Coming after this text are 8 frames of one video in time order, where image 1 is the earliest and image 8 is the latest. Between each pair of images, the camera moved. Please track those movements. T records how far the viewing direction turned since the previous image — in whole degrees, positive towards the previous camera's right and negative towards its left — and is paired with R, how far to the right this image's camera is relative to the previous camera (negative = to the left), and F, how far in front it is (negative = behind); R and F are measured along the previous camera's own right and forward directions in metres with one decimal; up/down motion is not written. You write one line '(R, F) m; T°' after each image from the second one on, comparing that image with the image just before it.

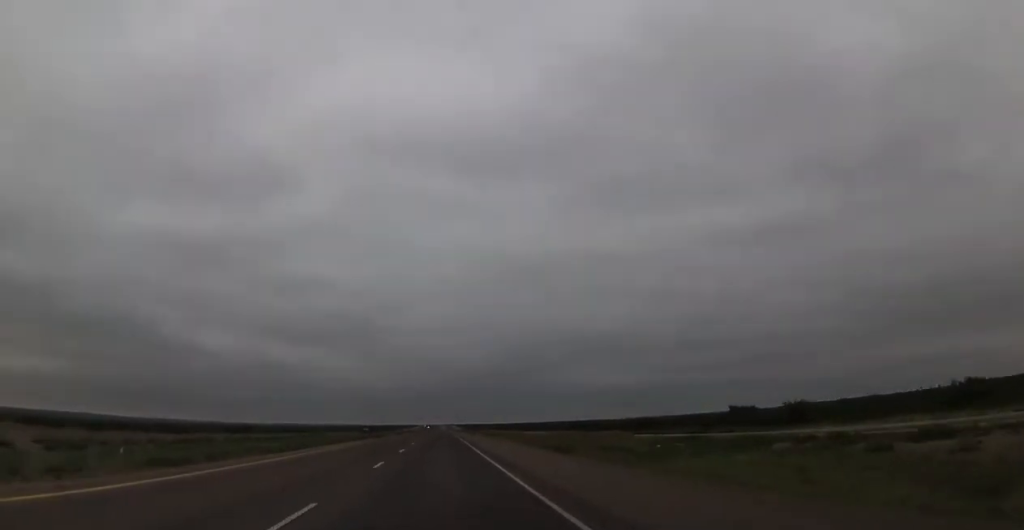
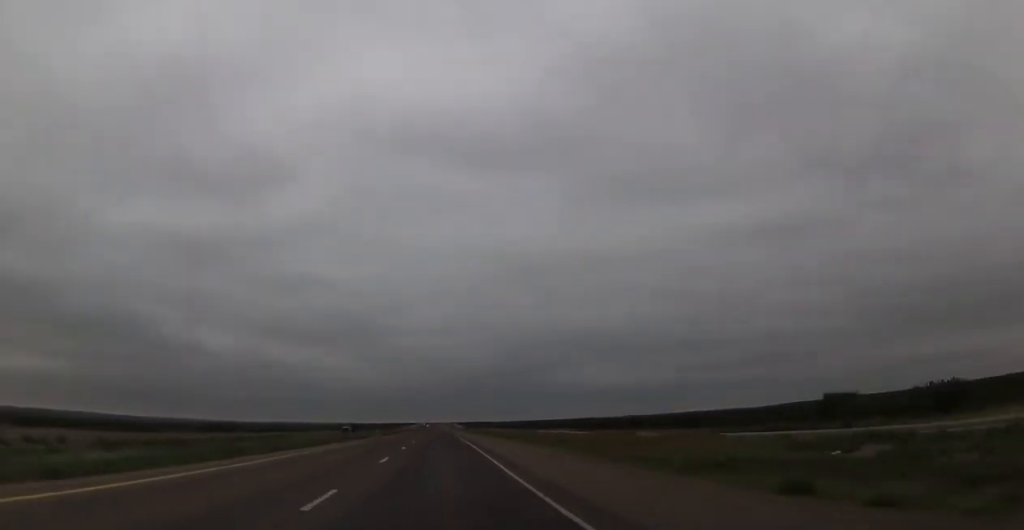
(-0.1, +22.0) m; 0°
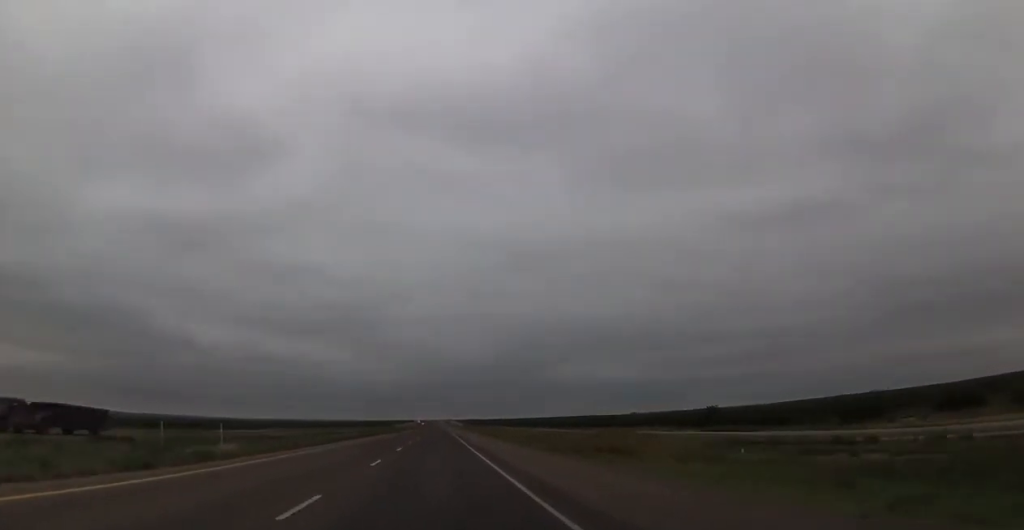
(+0.3, +73.5) m; +1°
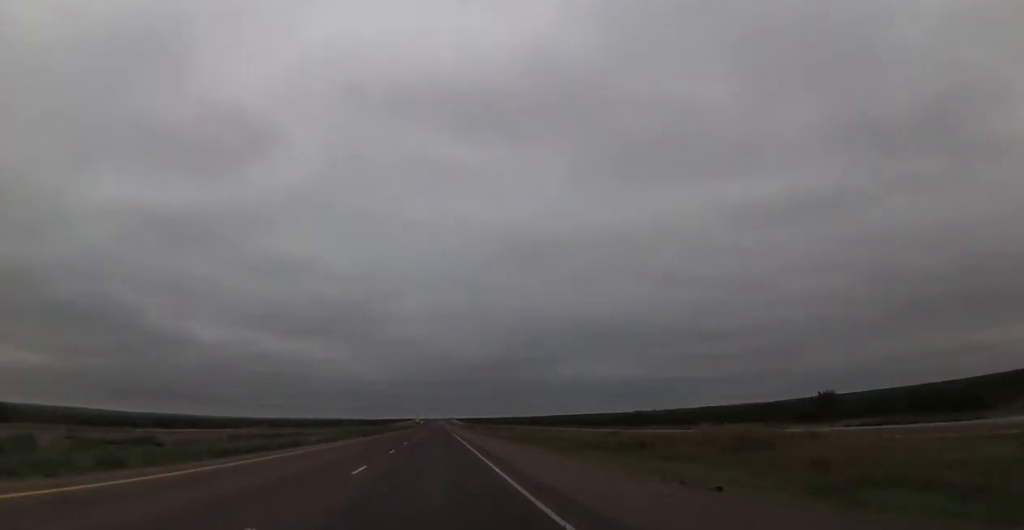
(+0.4, +28.1) m; 0°
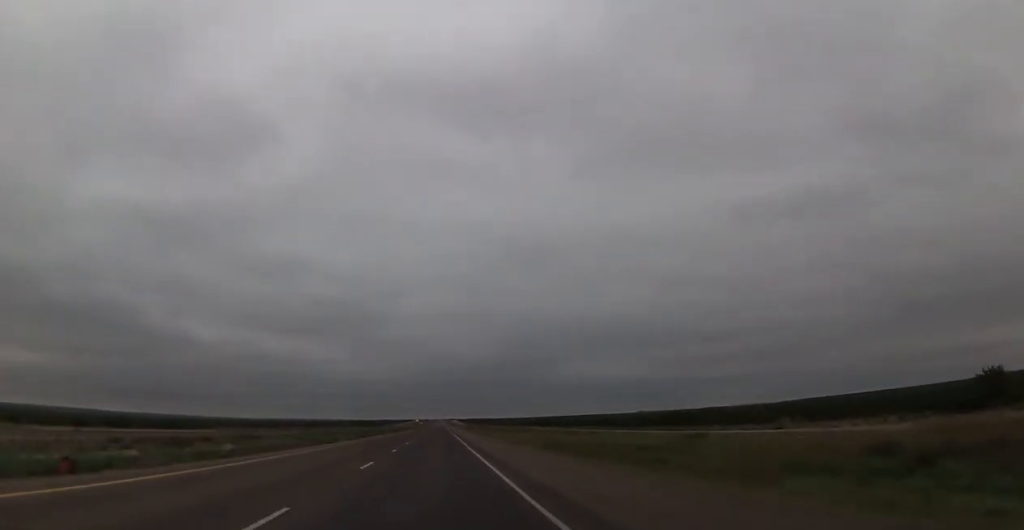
(-0.4, +22.0) m; 0°
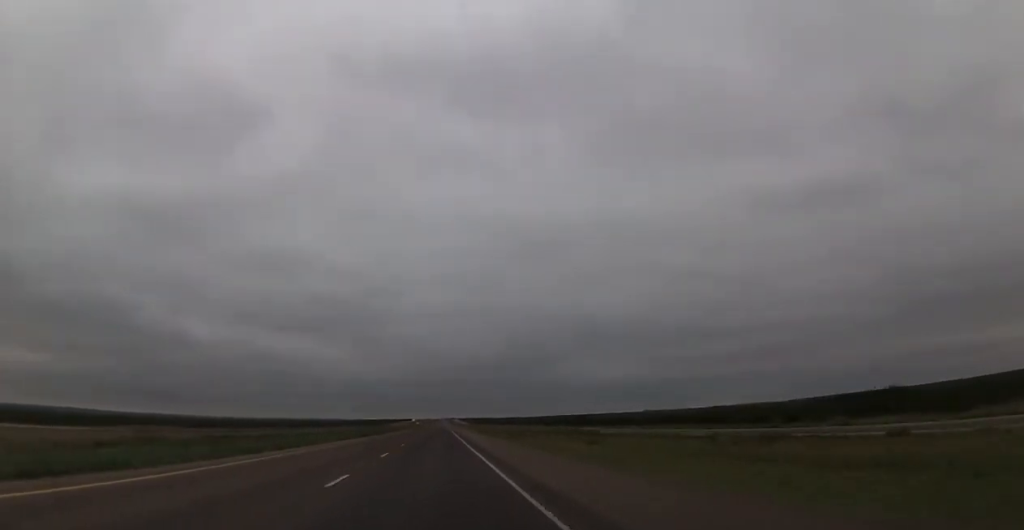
(-0.1, +53.9) m; +1°
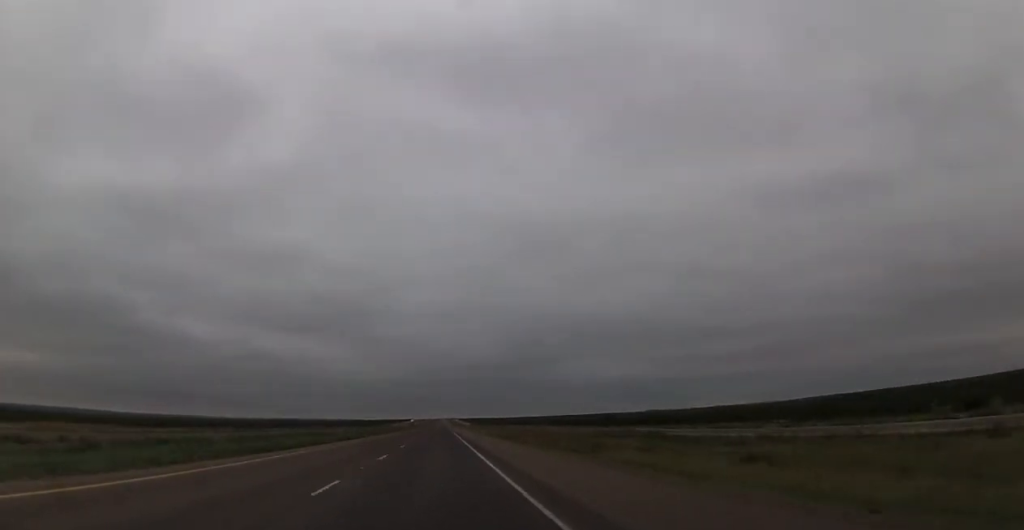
(+0.2, +25.7) m; 0°
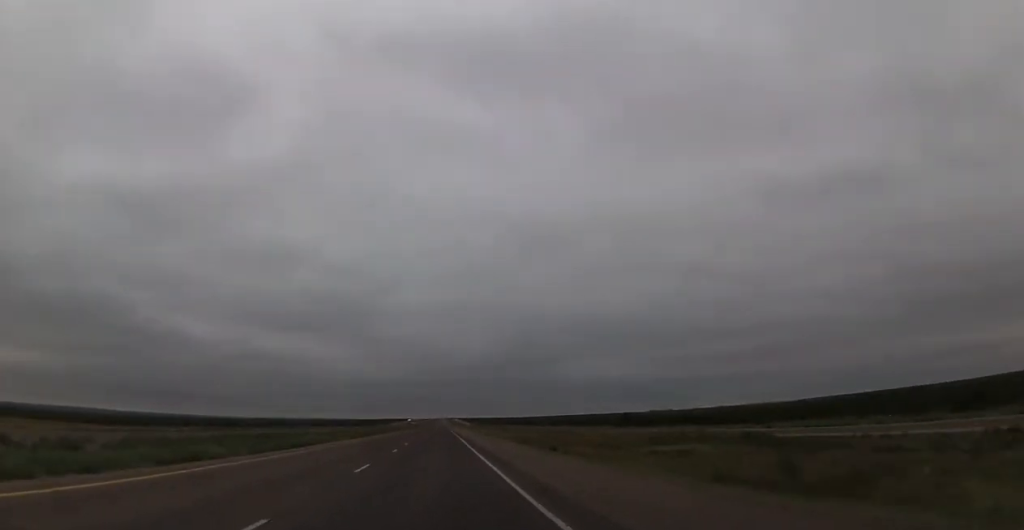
(-0.1, +18.4) m; 0°
